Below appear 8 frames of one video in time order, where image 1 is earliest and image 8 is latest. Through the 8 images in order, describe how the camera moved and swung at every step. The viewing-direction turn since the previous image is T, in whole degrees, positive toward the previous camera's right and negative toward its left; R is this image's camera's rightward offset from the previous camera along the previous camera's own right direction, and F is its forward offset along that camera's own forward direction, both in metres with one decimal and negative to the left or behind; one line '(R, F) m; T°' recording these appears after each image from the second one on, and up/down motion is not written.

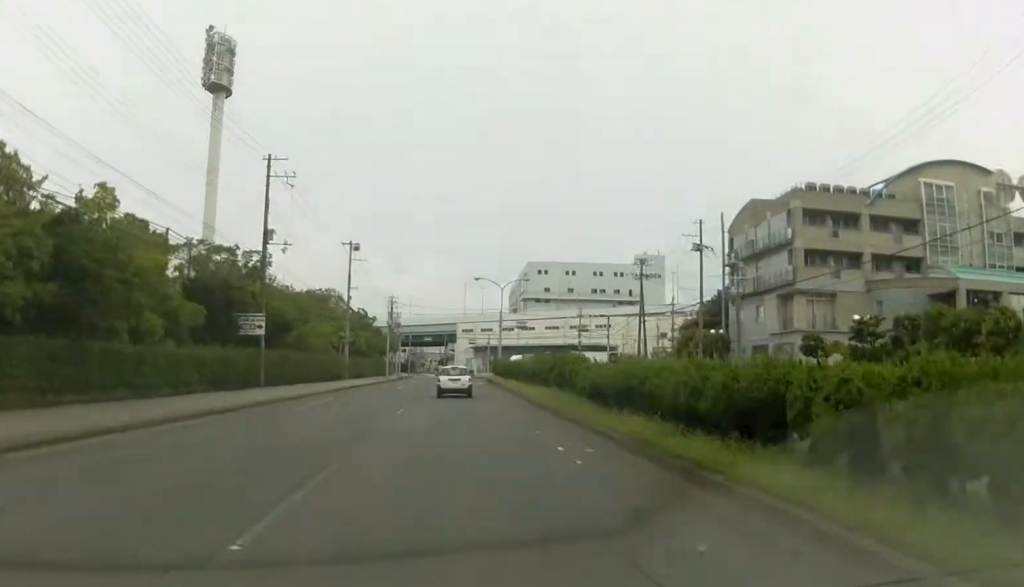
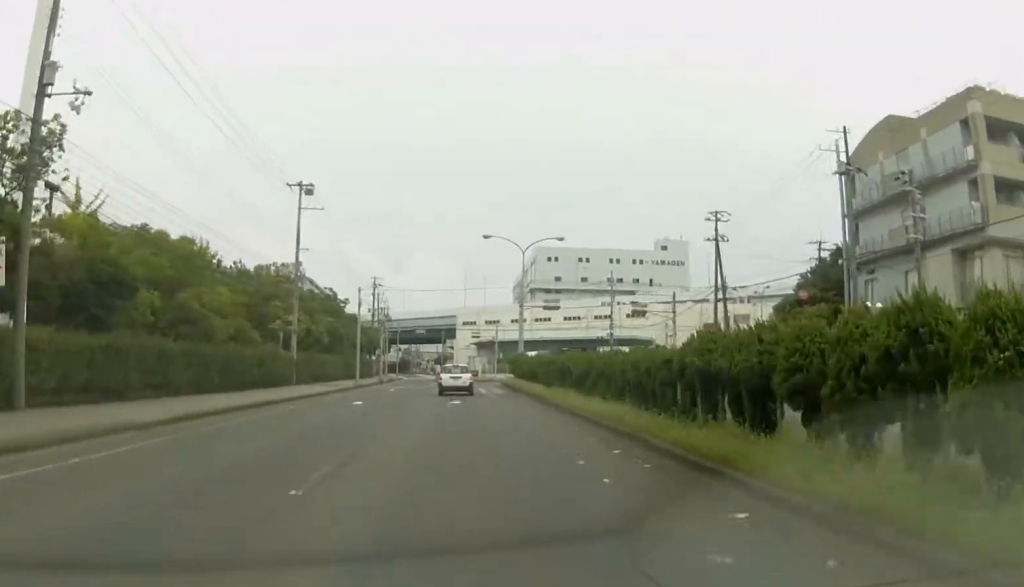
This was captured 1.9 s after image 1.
(+0.3, +27.2) m; +2°
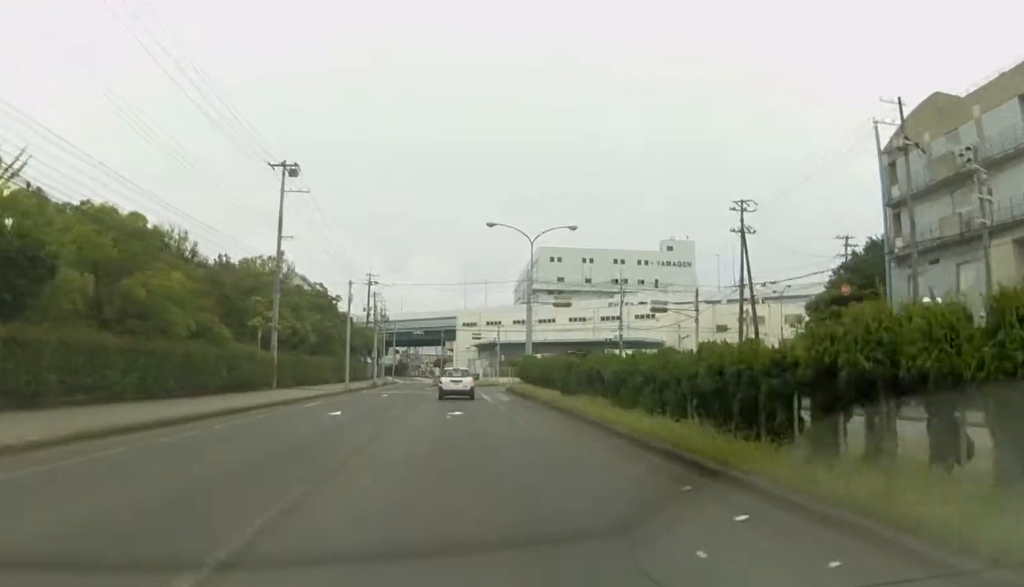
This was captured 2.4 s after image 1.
(+0.1, +6.0) m; 0°
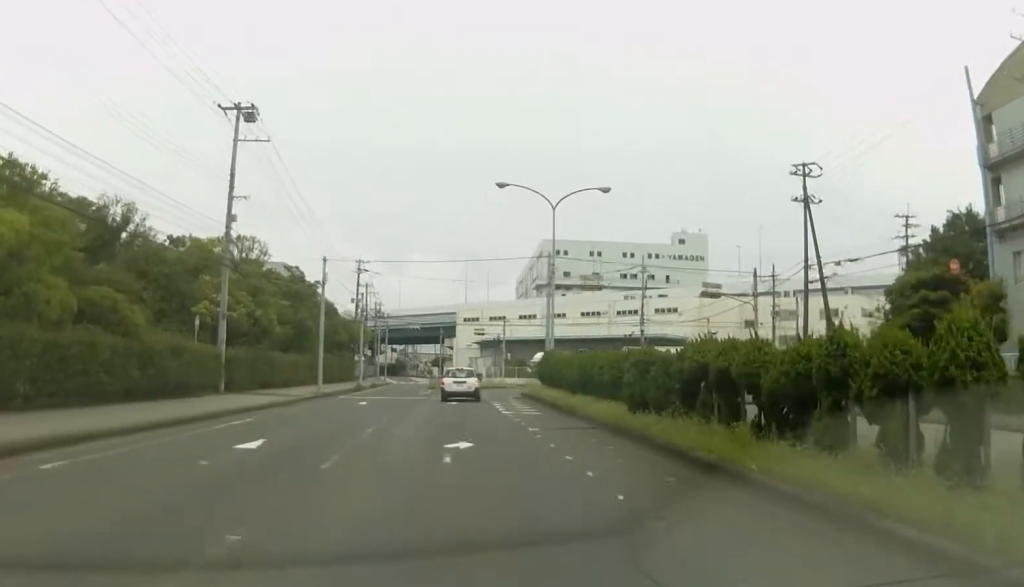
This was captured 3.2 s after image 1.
(-0.2, +11.2) m; -3°
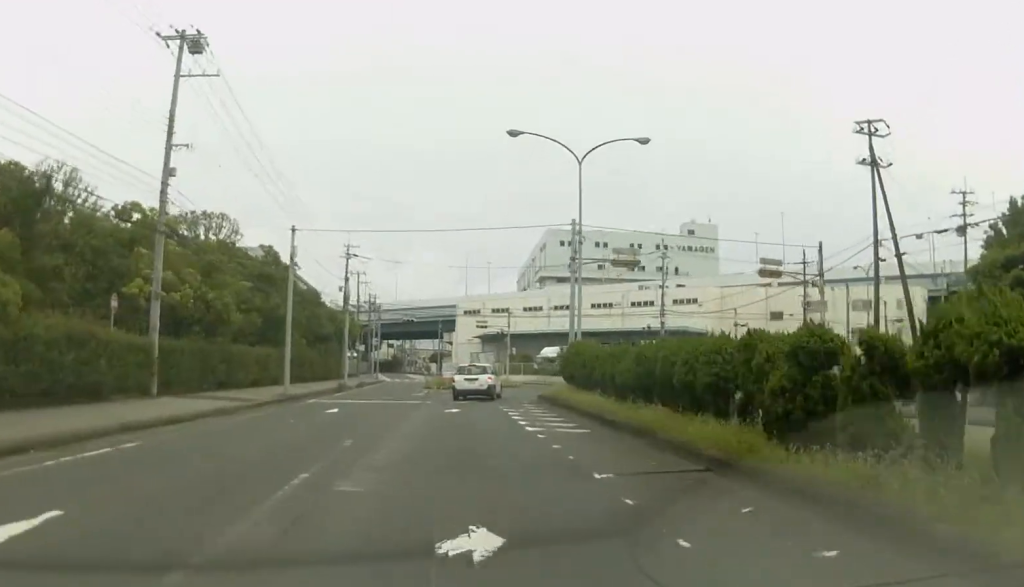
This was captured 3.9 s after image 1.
(-0.2, +8.5) m; +1°
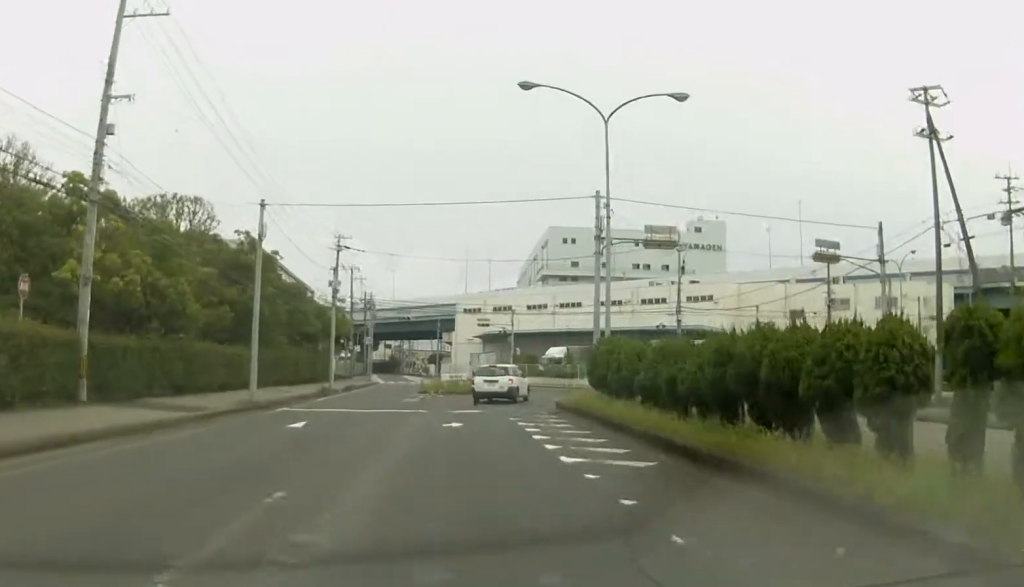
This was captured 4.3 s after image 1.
(-0.1, +5.8) m; +1°
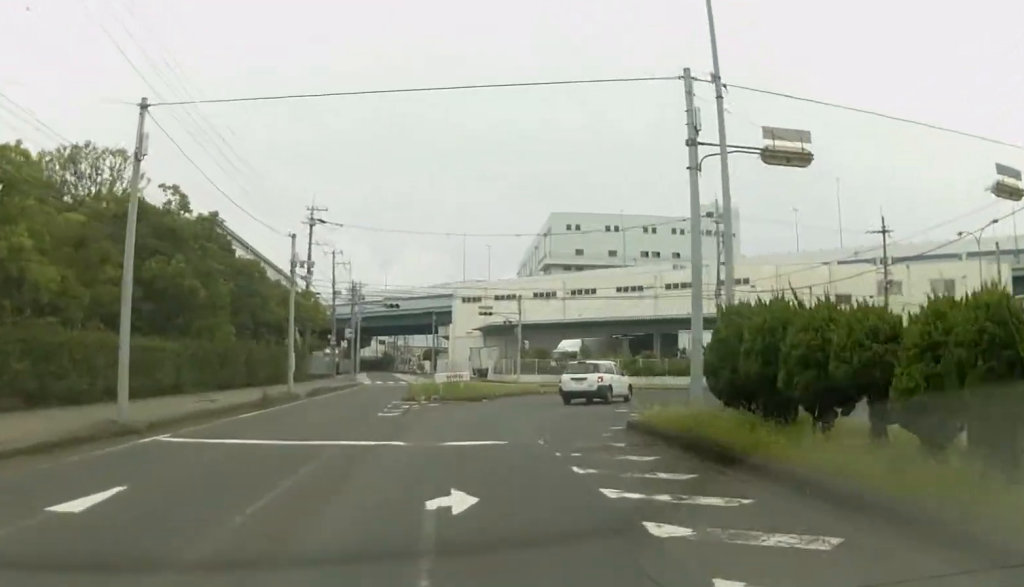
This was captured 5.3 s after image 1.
(+0.6, +11.8) m; +3°
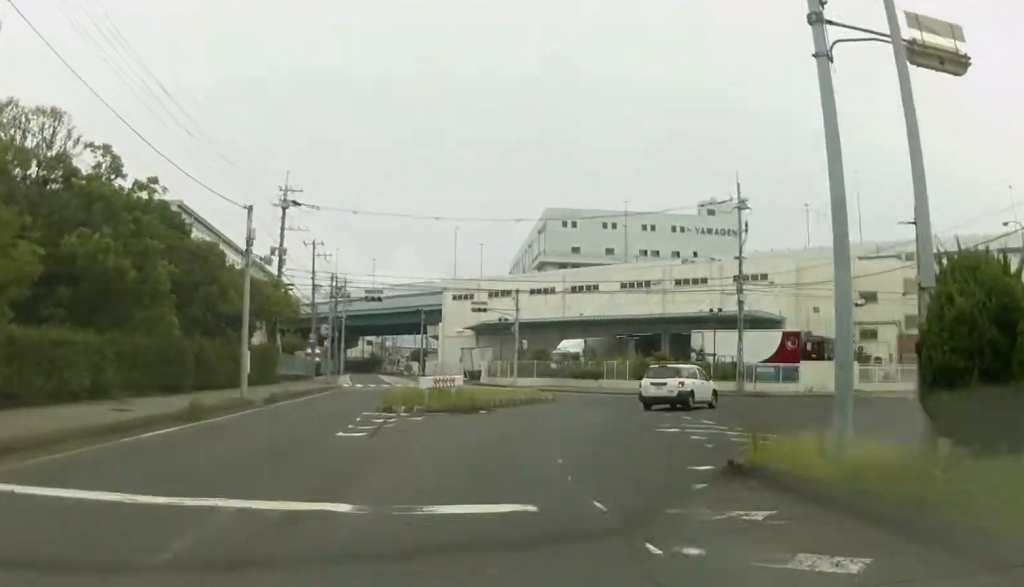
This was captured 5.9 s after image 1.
(0.0, +6.7) m; 0°
